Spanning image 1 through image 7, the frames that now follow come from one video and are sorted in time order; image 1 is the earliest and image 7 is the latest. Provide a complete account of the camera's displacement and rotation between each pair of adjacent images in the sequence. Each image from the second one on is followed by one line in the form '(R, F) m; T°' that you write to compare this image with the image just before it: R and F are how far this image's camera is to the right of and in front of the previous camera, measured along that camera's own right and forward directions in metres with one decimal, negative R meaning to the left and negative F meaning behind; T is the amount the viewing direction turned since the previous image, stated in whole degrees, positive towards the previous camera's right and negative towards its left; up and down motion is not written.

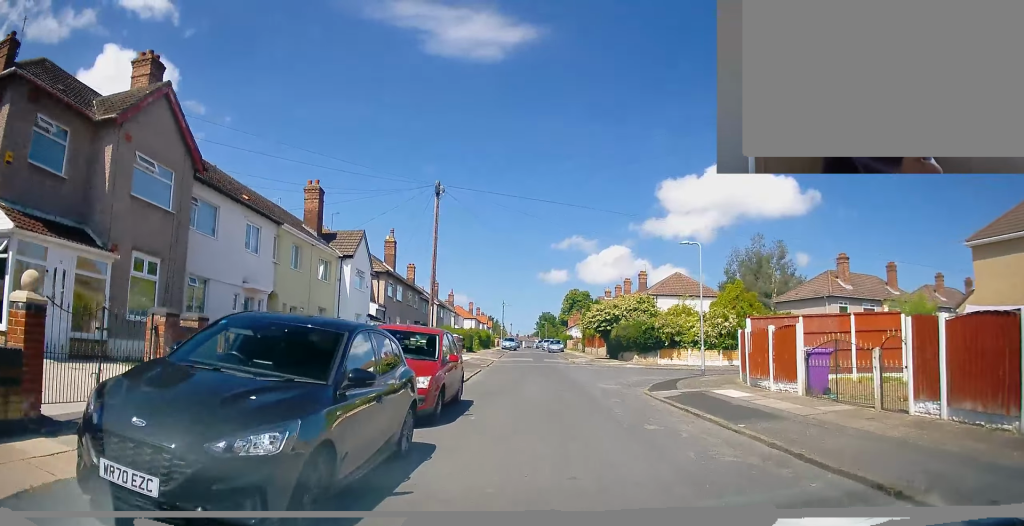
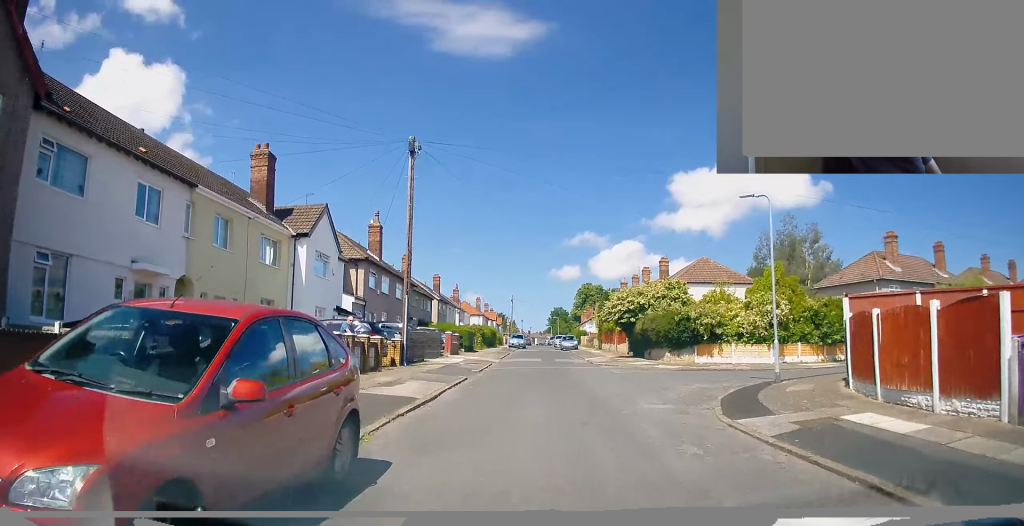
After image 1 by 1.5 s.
(+0.8, +6.6) m; +6°
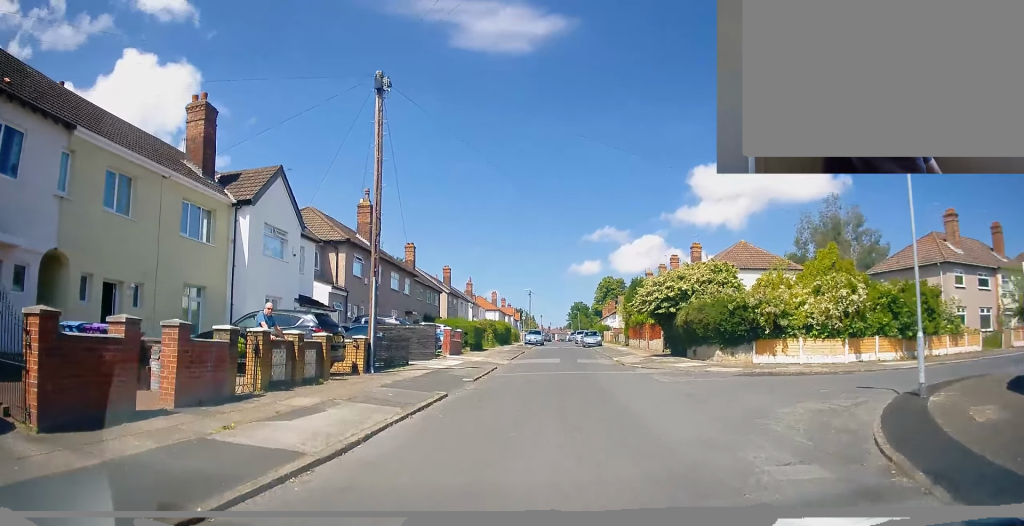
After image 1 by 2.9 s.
(-0.1, +6.5) m; -5°
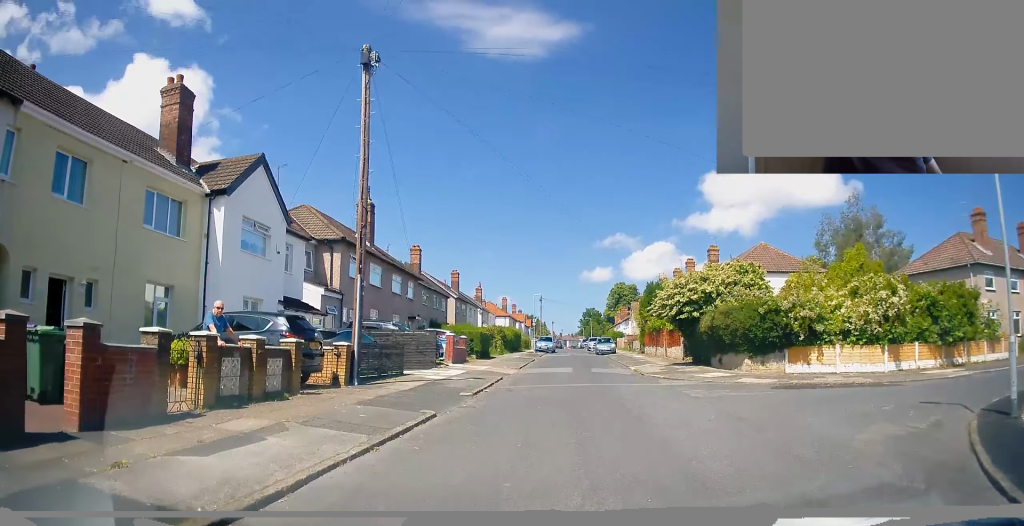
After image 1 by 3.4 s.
(-0.2, +2.5) m; +1°
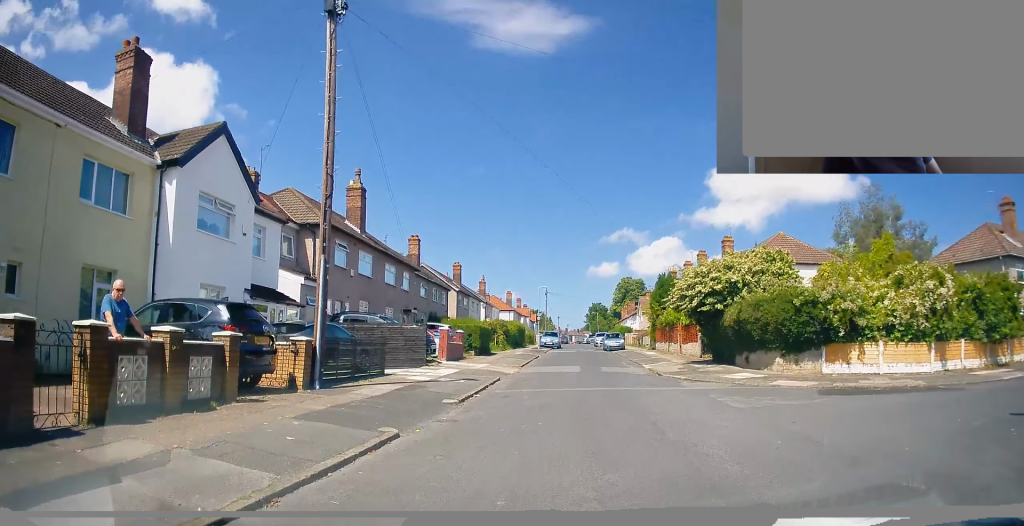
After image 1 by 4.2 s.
(0.0, +3.0) m; +2°
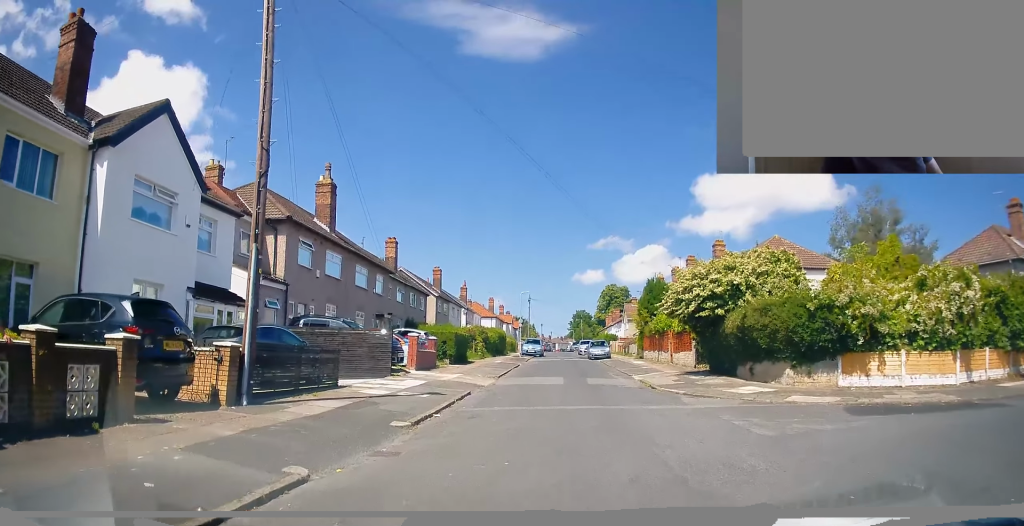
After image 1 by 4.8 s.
(+0.3, +2.6) m; +2°
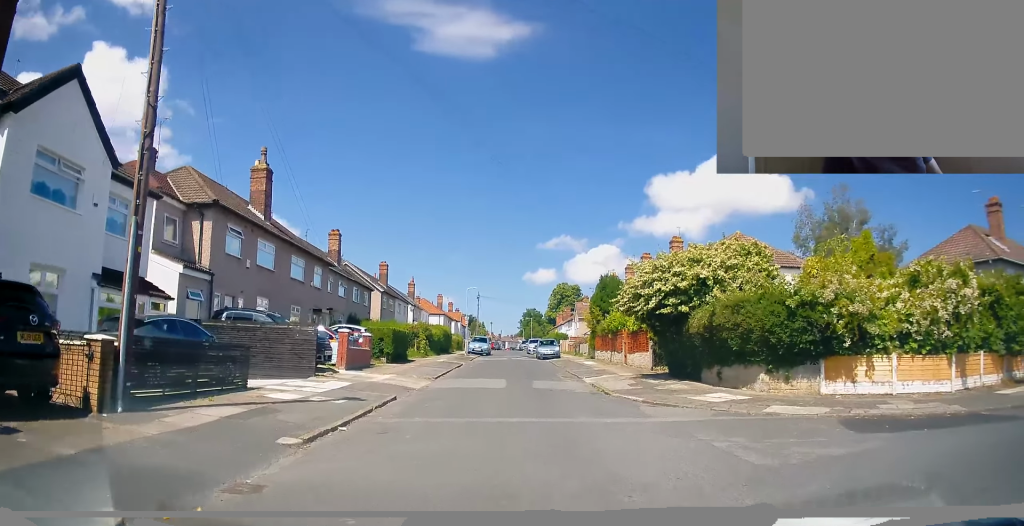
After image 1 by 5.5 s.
(-0.2, +2.2) m; +1°
